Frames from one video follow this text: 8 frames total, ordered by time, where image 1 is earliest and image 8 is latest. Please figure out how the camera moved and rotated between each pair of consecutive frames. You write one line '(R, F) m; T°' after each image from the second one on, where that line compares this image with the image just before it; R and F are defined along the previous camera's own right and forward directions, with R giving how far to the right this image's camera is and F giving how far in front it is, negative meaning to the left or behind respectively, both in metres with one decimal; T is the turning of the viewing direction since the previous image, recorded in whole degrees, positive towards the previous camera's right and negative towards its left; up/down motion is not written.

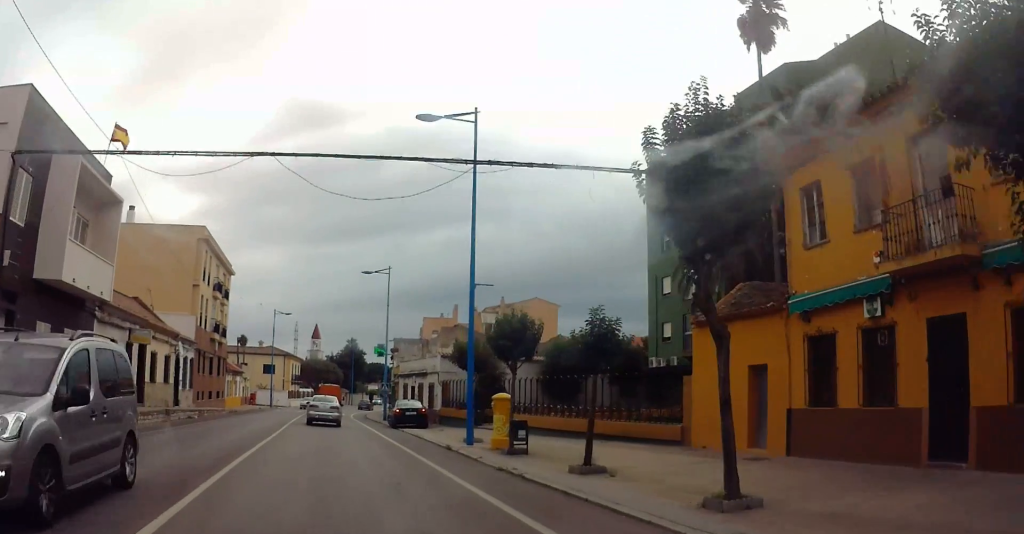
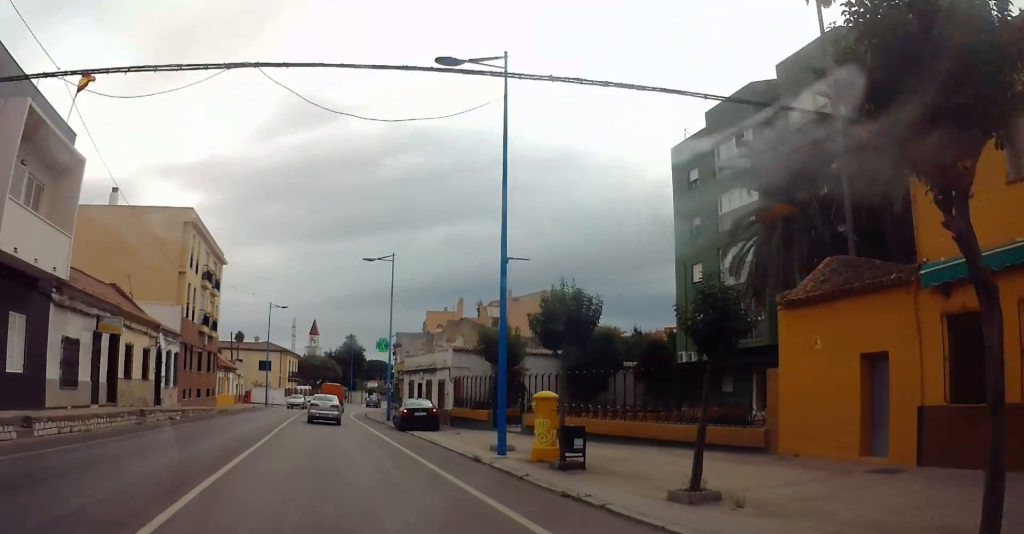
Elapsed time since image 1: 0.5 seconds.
(0.0, +4.0) m; 0°
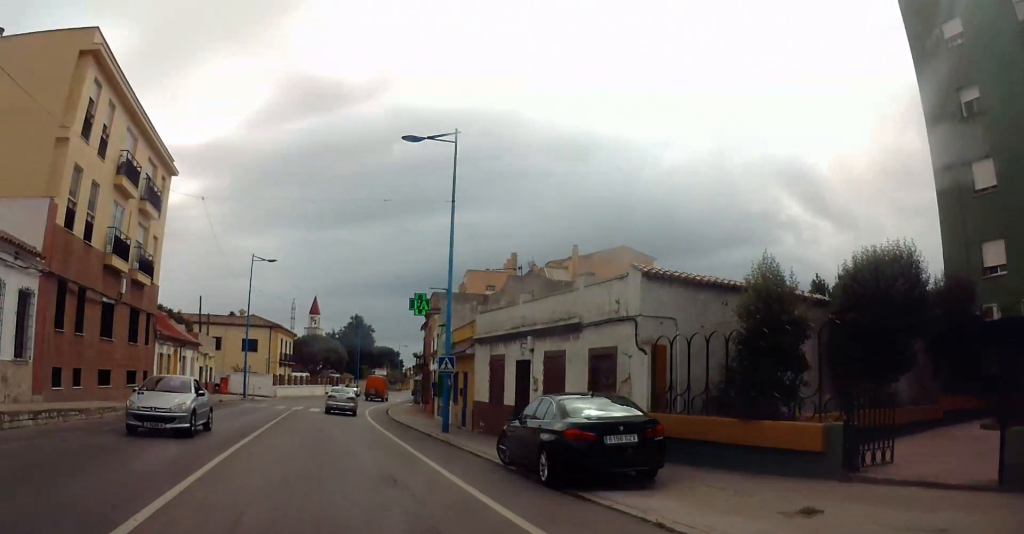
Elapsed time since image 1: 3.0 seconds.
(+0.1, +21.5) m; -1°
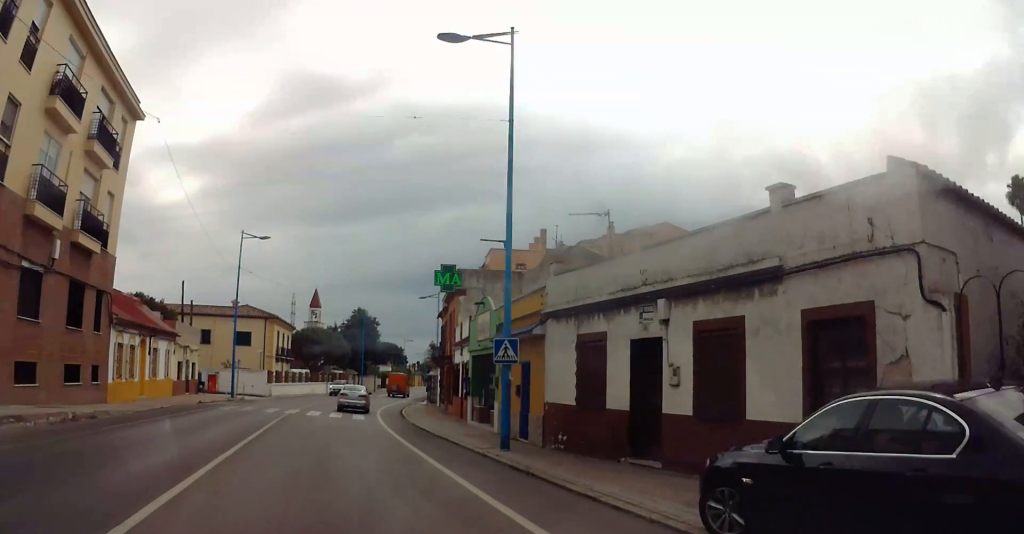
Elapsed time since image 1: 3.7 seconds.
(-0.1, +7.1) m; 0°
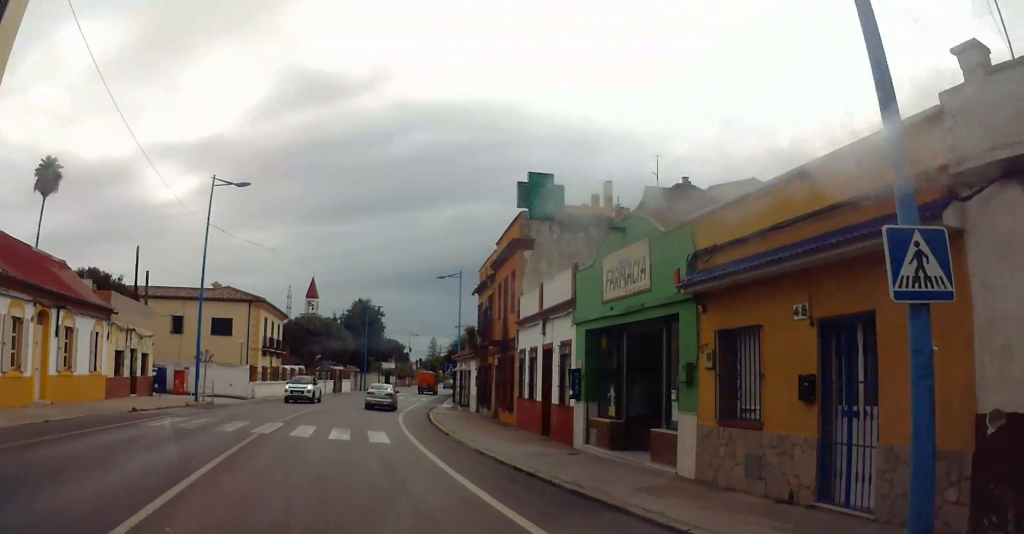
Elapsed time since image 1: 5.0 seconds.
(+0.4, +12.3) m; +2°
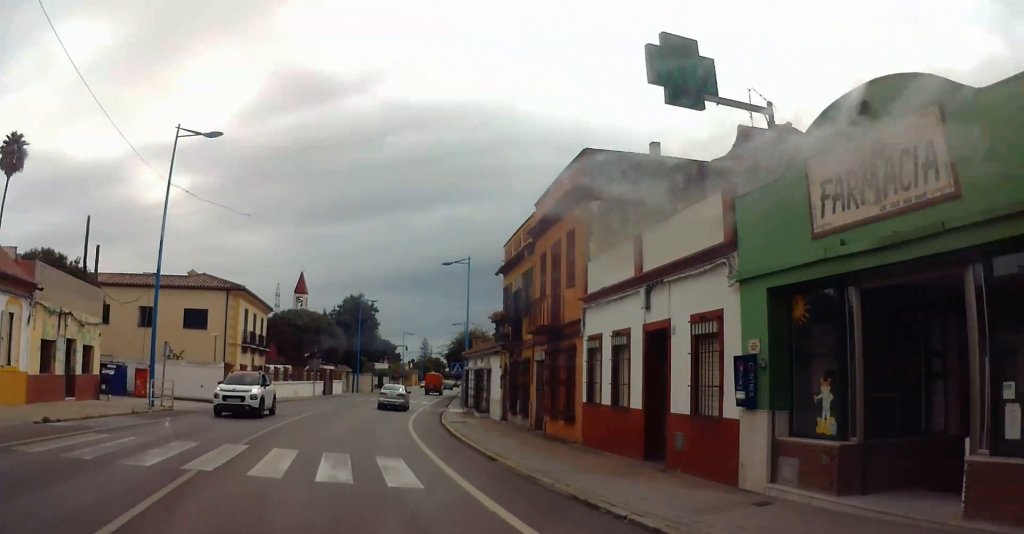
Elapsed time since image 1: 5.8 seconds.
(0.0, +7.5) m; 0°
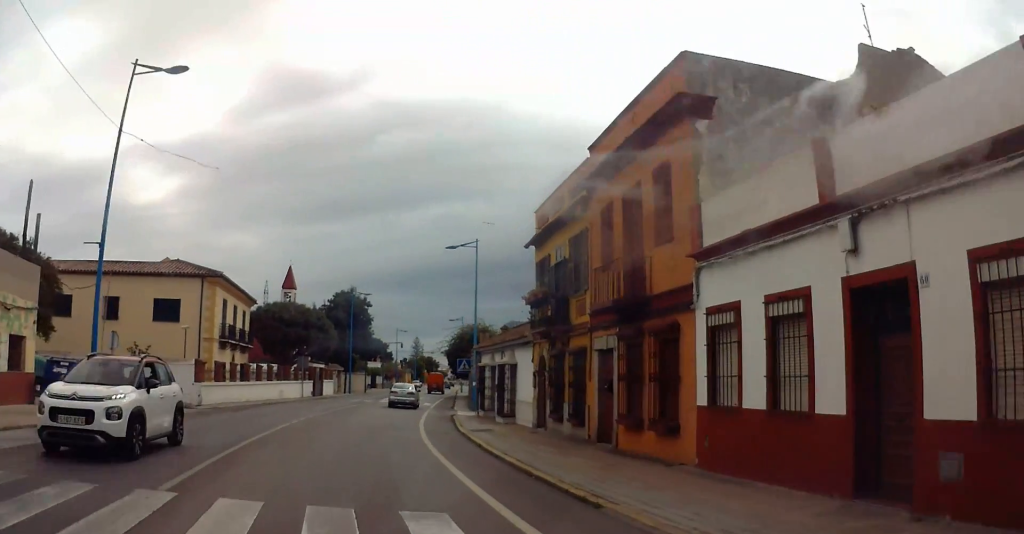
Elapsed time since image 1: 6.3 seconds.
(0.0, +5.6) m; 0°
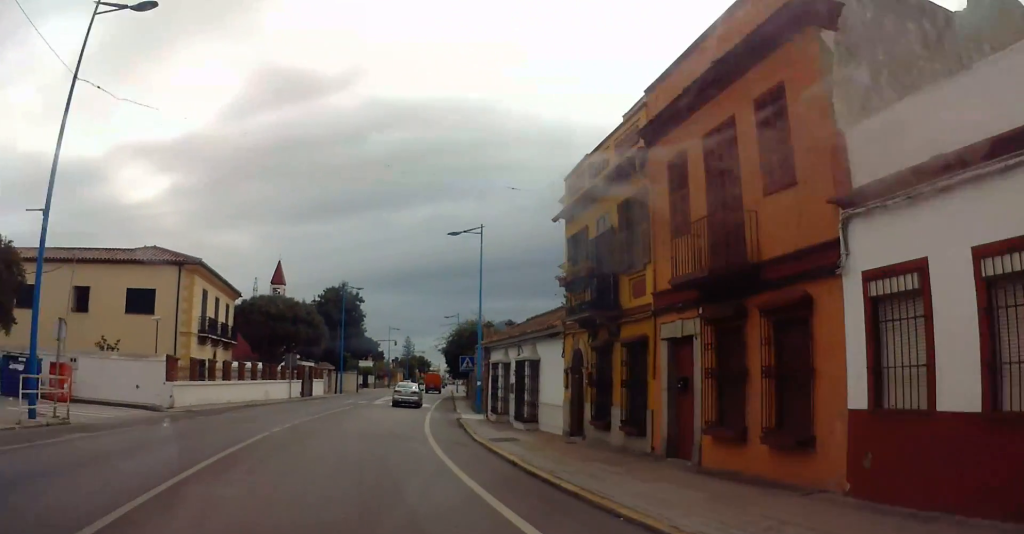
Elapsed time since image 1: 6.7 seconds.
(0.0, +4.1) m; 0°
